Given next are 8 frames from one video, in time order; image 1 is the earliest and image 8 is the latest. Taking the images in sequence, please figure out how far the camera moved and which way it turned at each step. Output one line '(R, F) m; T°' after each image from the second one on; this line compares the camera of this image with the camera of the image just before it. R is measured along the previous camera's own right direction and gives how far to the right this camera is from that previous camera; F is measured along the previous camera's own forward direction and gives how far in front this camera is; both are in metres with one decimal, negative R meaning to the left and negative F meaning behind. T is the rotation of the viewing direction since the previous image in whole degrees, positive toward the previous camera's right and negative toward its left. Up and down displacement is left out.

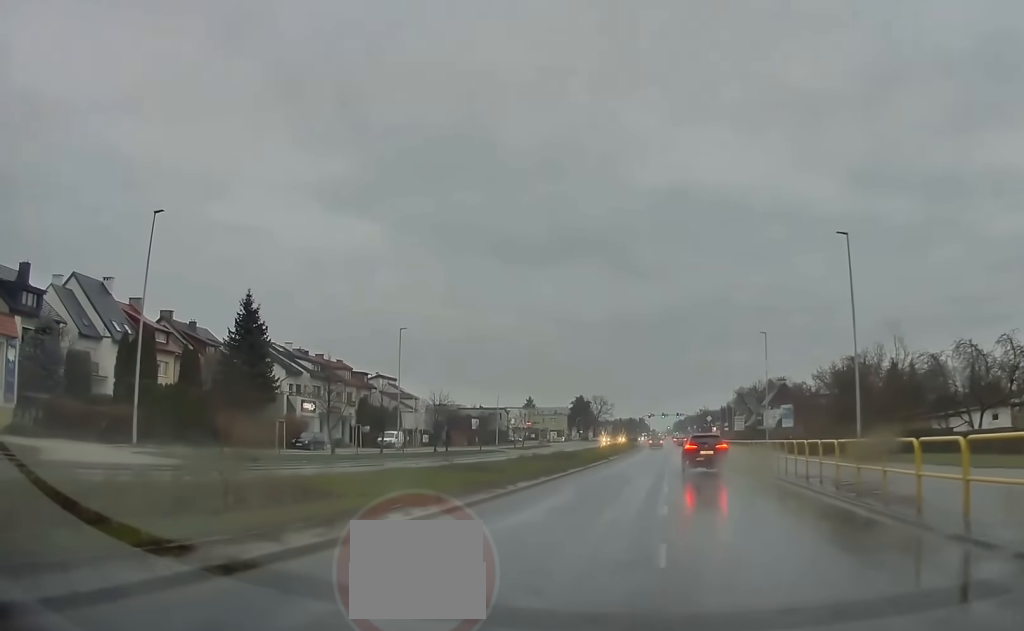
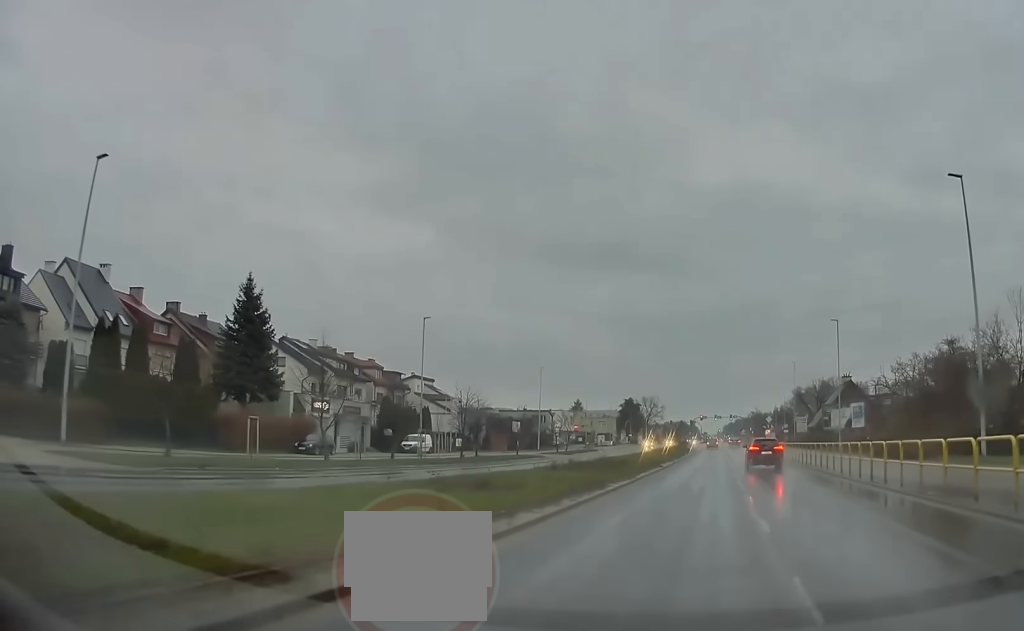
(-1.3, +7.1) m; -9°
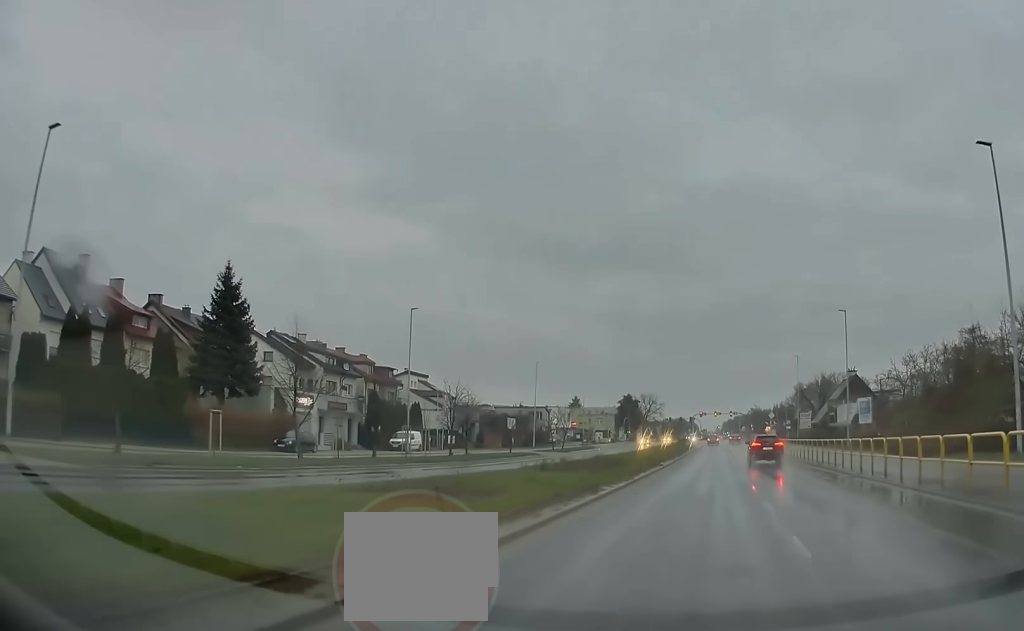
(+0.2, +2.4) m; +4°
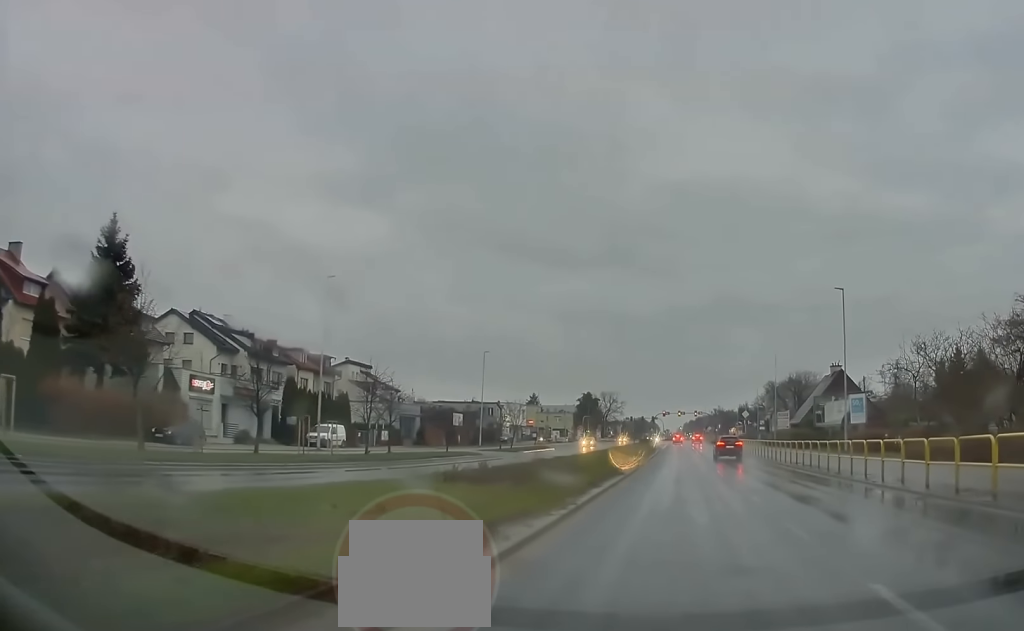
(+1.0, +8.6) m; +9°
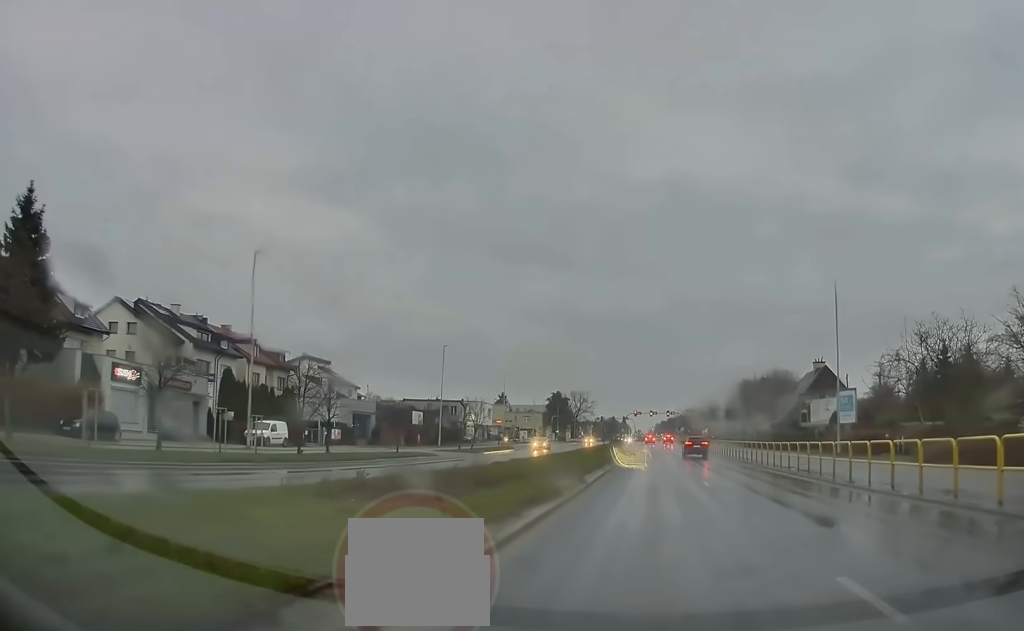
(0.0, +5.1) m; +1°
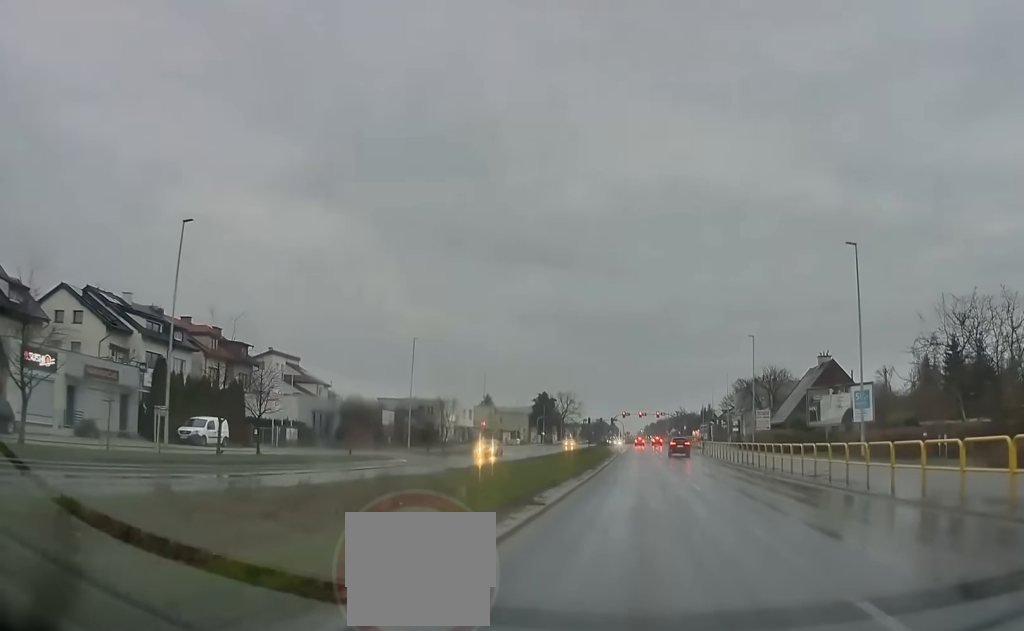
(+0.1, +6.5) m; +2°
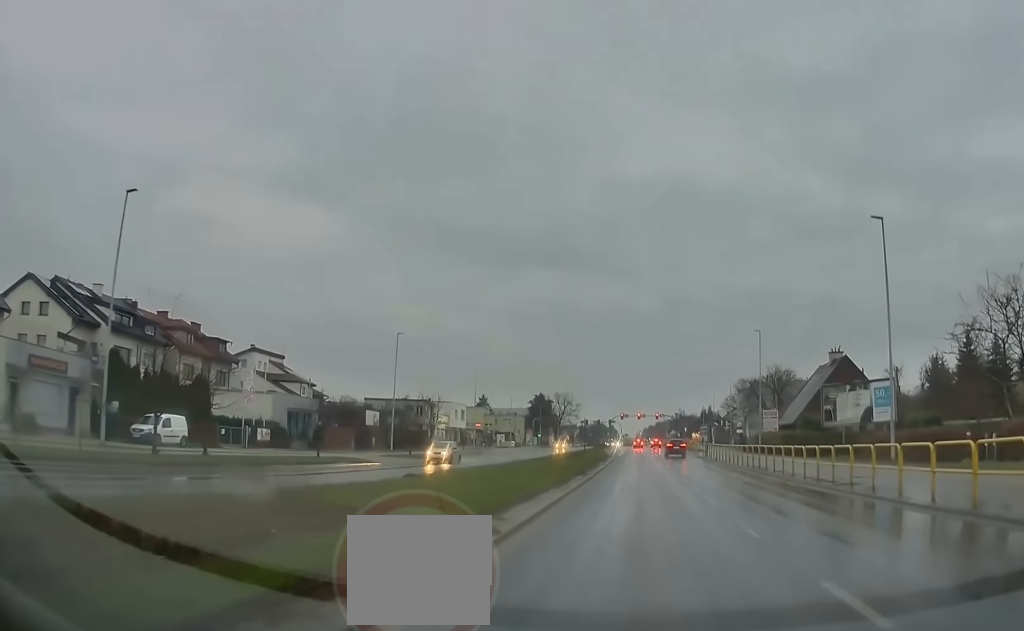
(0.0, +4.2) m; +1°
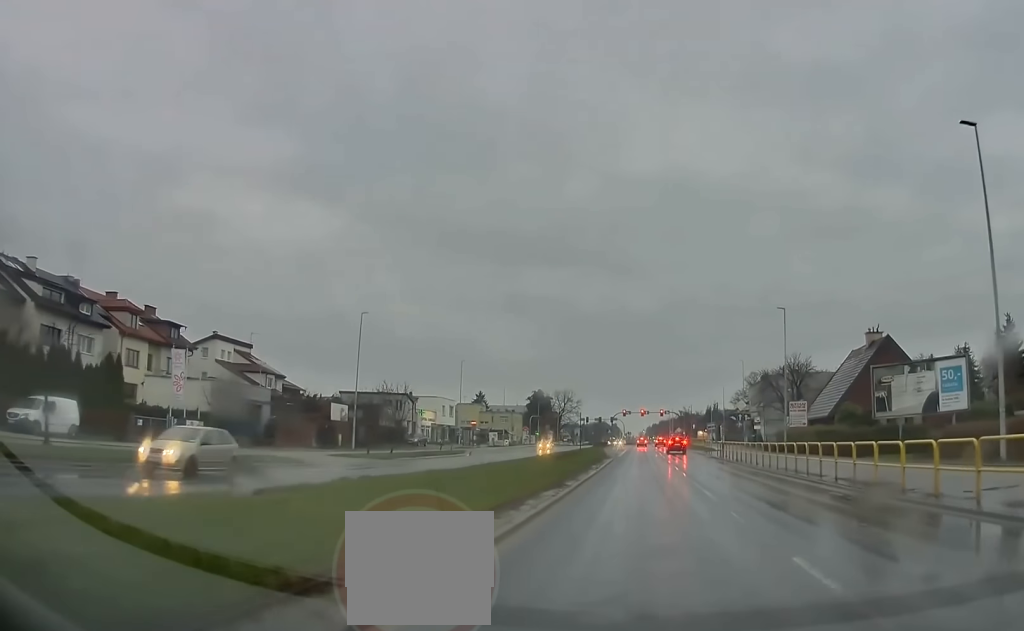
(+0.2, +9.2) m; +1°
